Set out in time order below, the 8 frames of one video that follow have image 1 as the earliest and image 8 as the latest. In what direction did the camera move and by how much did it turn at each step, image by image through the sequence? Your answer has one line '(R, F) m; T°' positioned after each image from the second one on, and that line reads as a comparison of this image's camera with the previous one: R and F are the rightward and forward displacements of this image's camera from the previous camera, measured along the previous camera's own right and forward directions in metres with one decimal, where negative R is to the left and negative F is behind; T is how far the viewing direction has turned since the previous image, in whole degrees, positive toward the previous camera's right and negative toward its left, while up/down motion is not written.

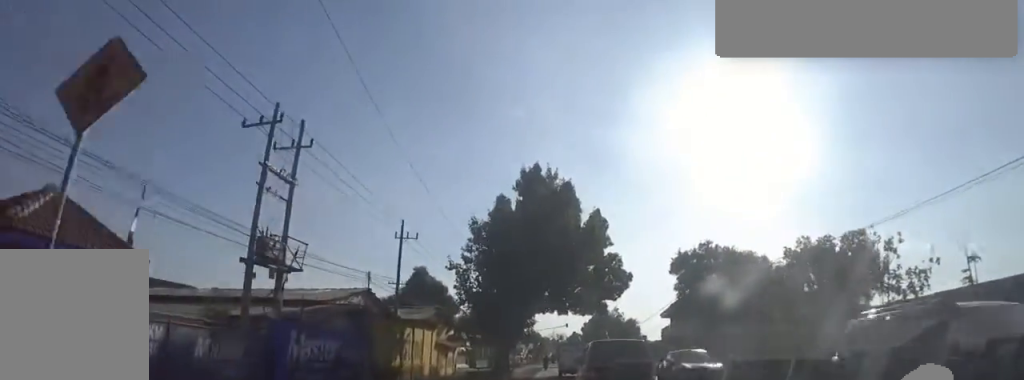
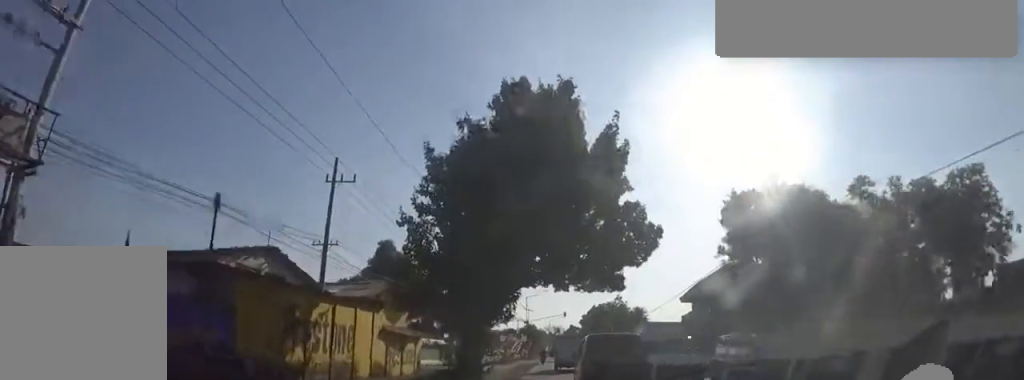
(-0.1, +10.6) m; -1°
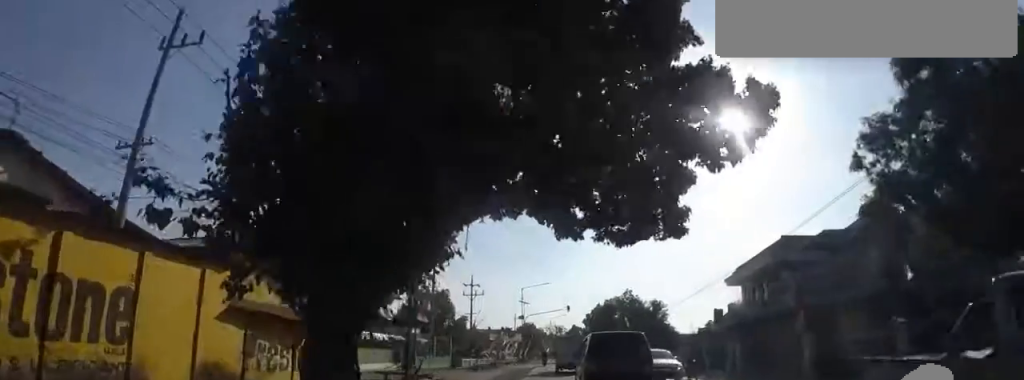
(-0.2, +12.2) m; -1°
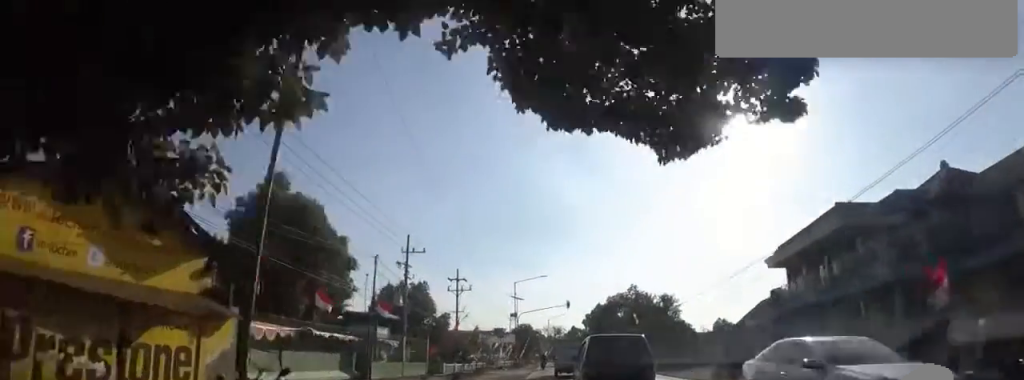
(0.0, +7.2) m; 0°
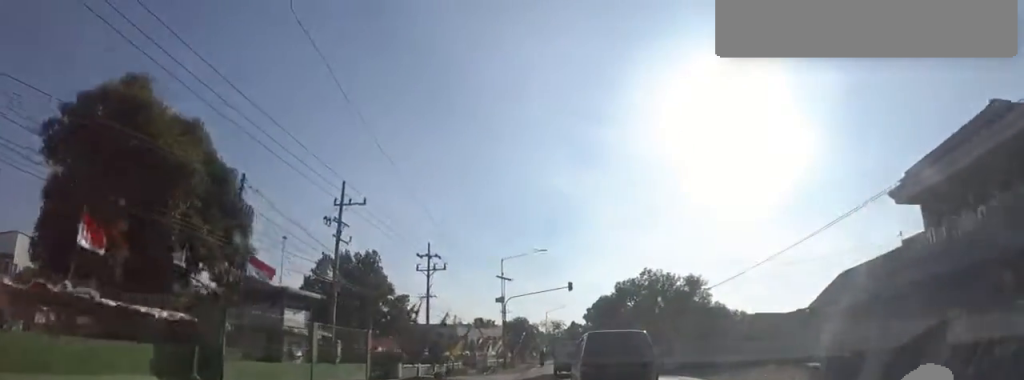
(0.0, +11.4) m; -1°
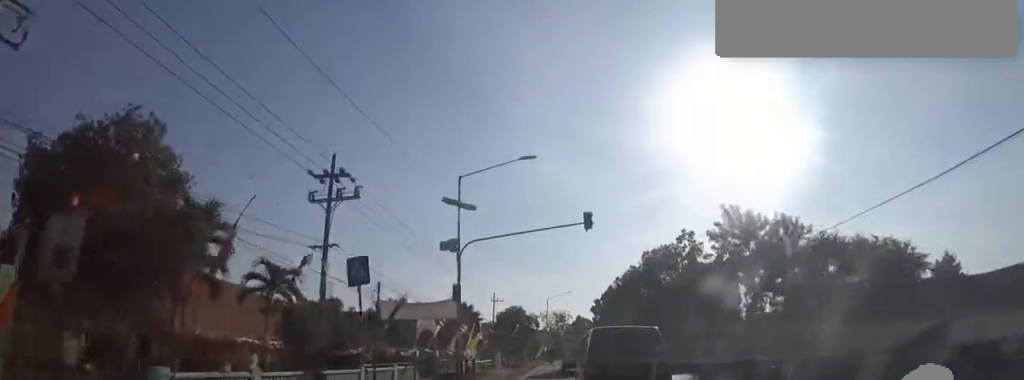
(-0.2, +19.1) m; +3°
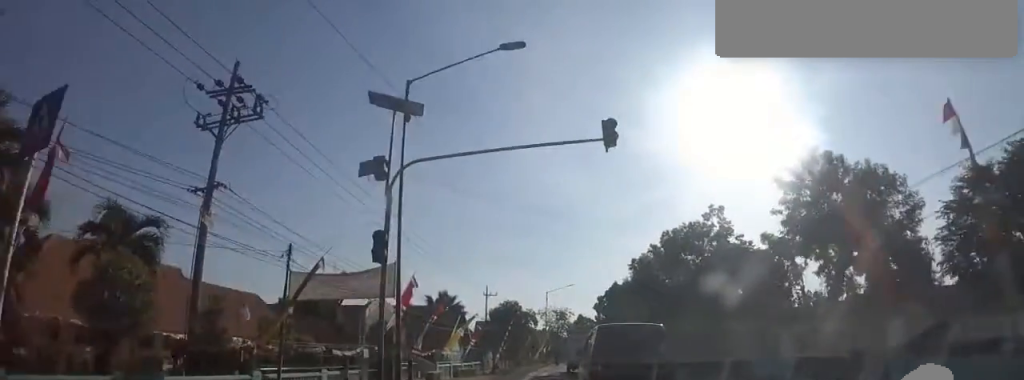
(+0.9, +8.3) m; 0°
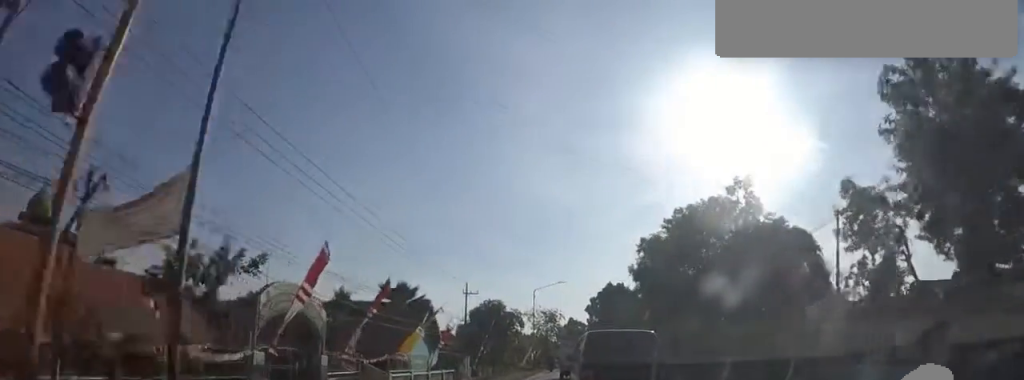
(-0.7, +7.8) m; +1°
